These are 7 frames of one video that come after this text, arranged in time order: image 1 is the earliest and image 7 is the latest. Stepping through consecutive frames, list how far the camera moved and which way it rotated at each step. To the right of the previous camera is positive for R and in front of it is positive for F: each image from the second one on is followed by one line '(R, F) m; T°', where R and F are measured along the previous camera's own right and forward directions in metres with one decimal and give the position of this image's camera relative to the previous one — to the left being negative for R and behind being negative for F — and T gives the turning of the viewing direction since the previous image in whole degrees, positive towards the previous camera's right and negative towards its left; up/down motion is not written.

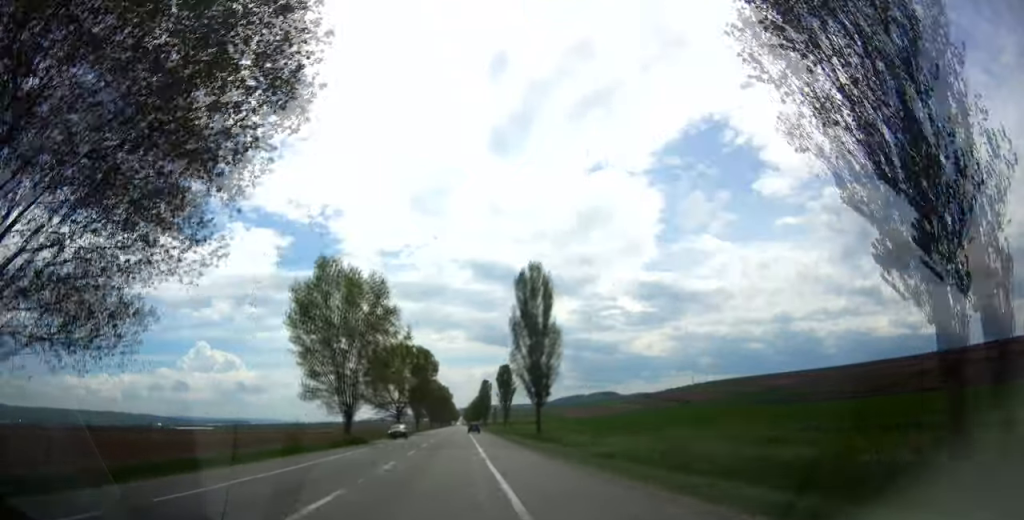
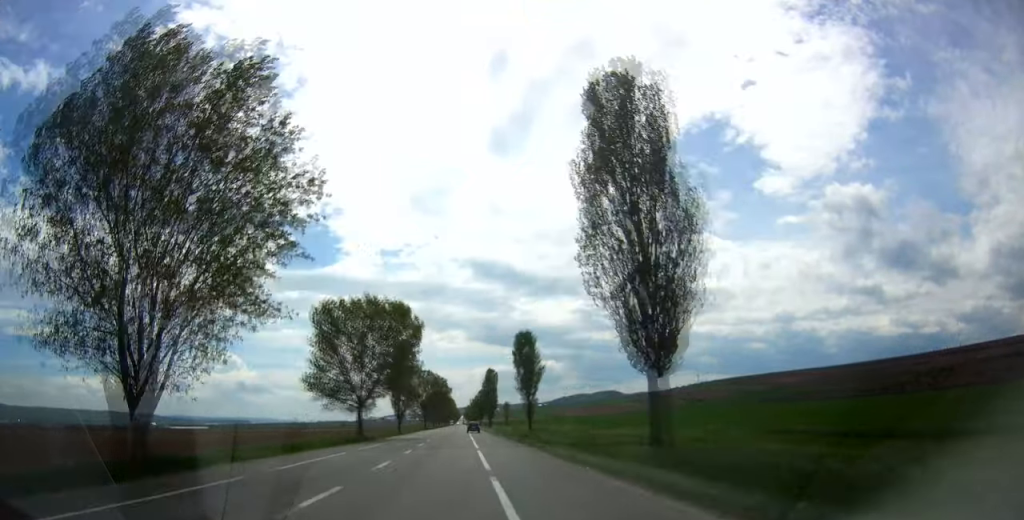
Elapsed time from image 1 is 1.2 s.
(-0.2, +36.0) m; 0°
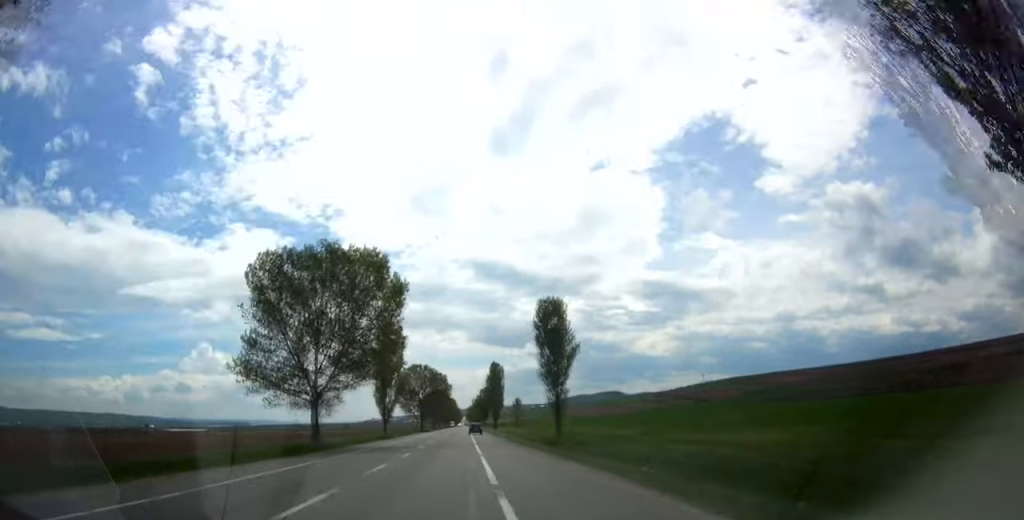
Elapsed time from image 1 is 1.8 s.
(0.0, +18.7) m; 0°
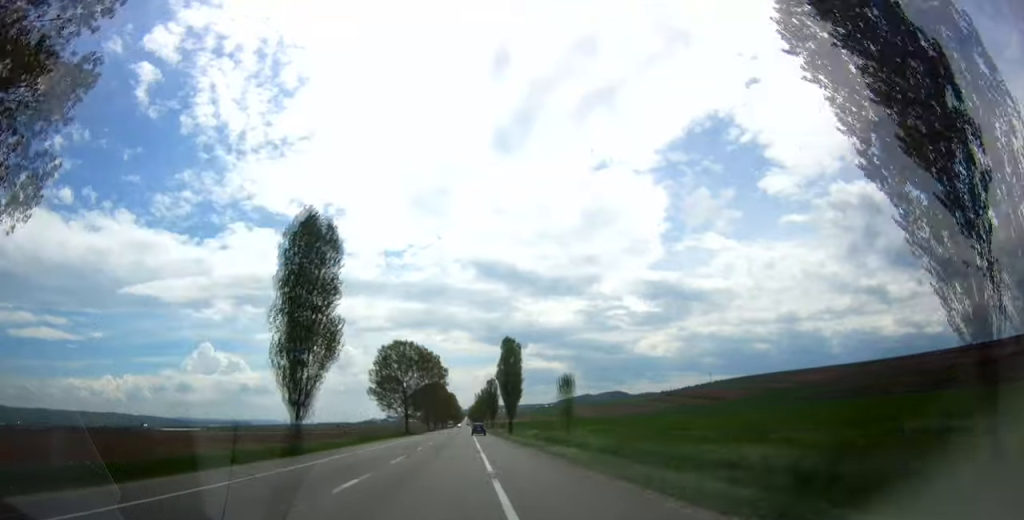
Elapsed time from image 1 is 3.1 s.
(0.0, +41.4) m; 0°
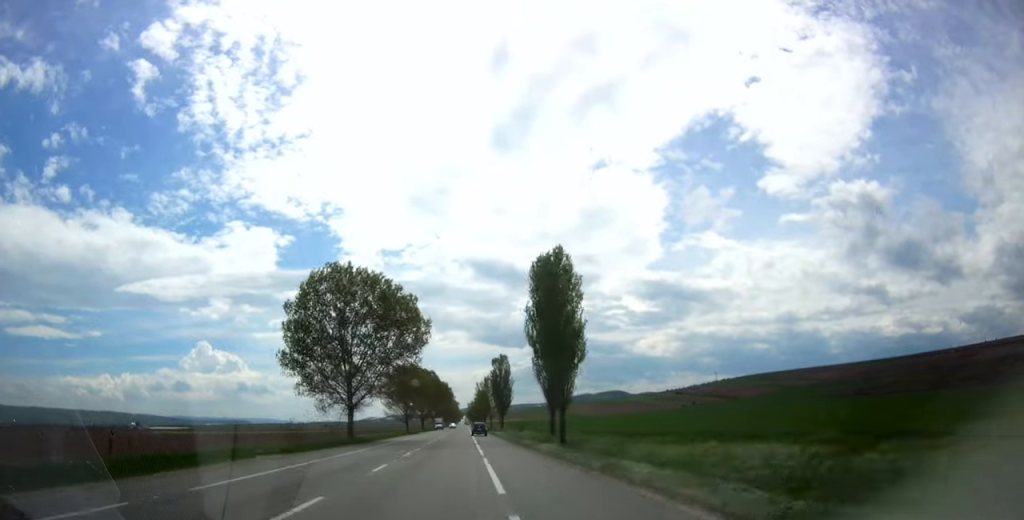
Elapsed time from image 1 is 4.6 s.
(-0.4, +49.6) m; 0°
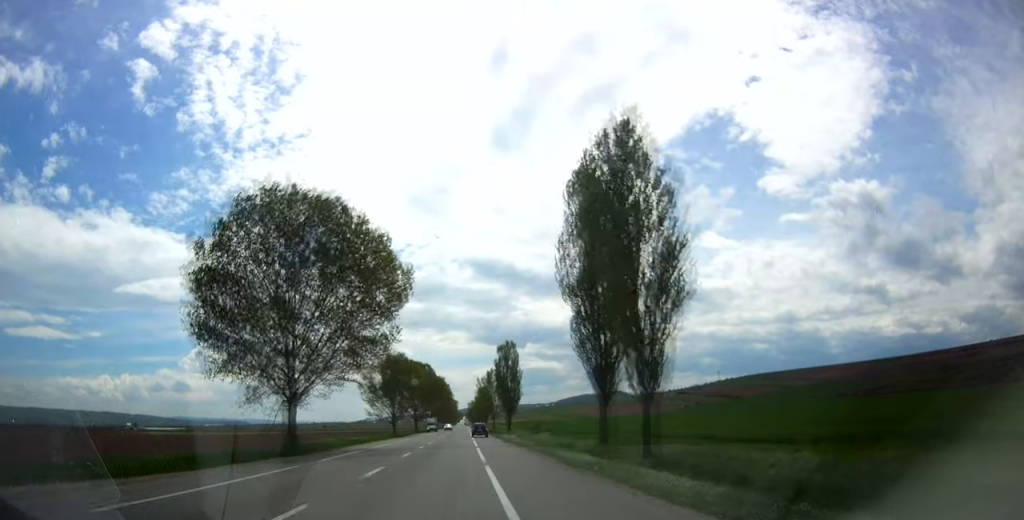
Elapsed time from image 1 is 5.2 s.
(+0.3, +19.3) m; 0°
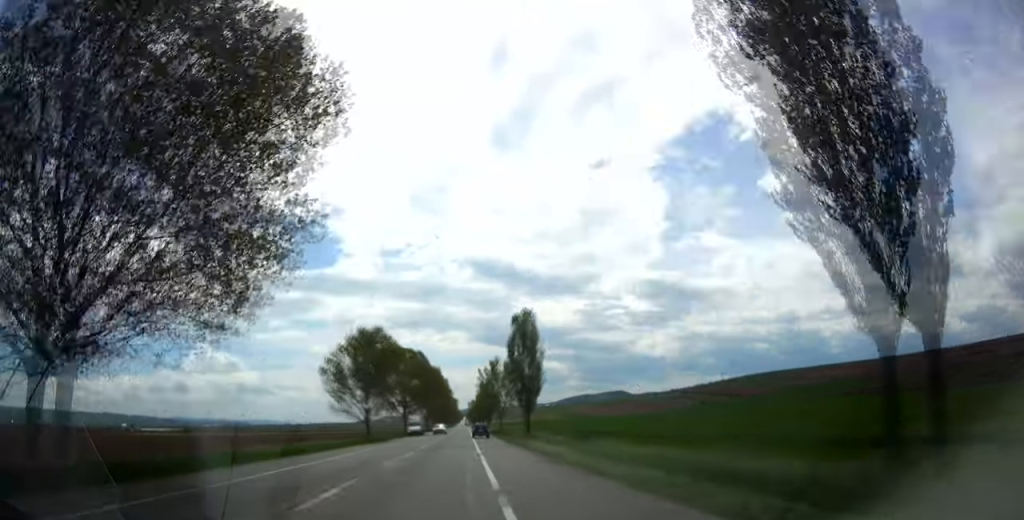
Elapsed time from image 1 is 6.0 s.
(0.0, +23.4) m; 0°
